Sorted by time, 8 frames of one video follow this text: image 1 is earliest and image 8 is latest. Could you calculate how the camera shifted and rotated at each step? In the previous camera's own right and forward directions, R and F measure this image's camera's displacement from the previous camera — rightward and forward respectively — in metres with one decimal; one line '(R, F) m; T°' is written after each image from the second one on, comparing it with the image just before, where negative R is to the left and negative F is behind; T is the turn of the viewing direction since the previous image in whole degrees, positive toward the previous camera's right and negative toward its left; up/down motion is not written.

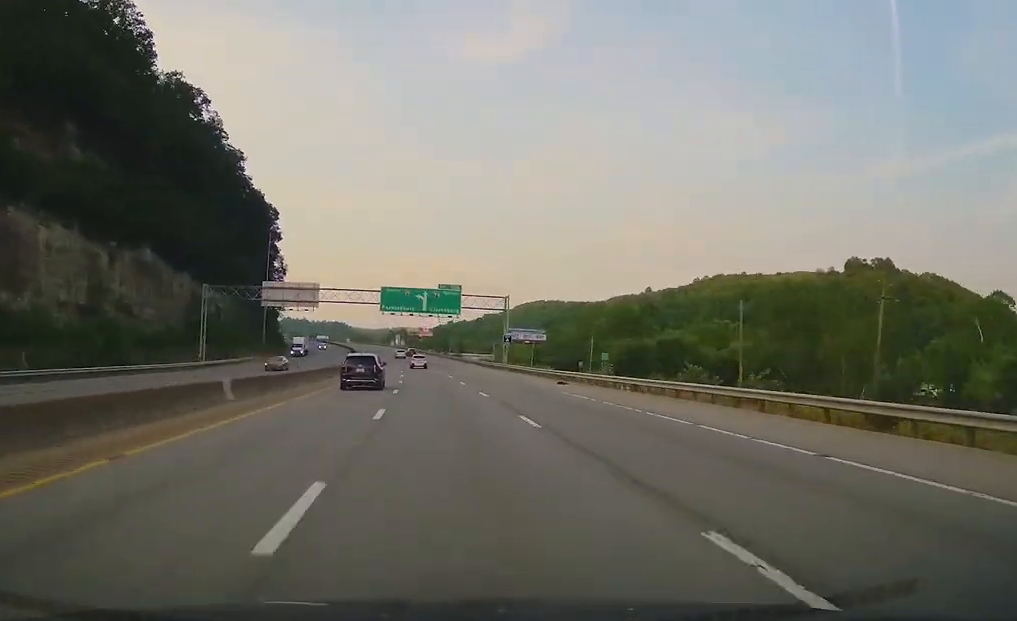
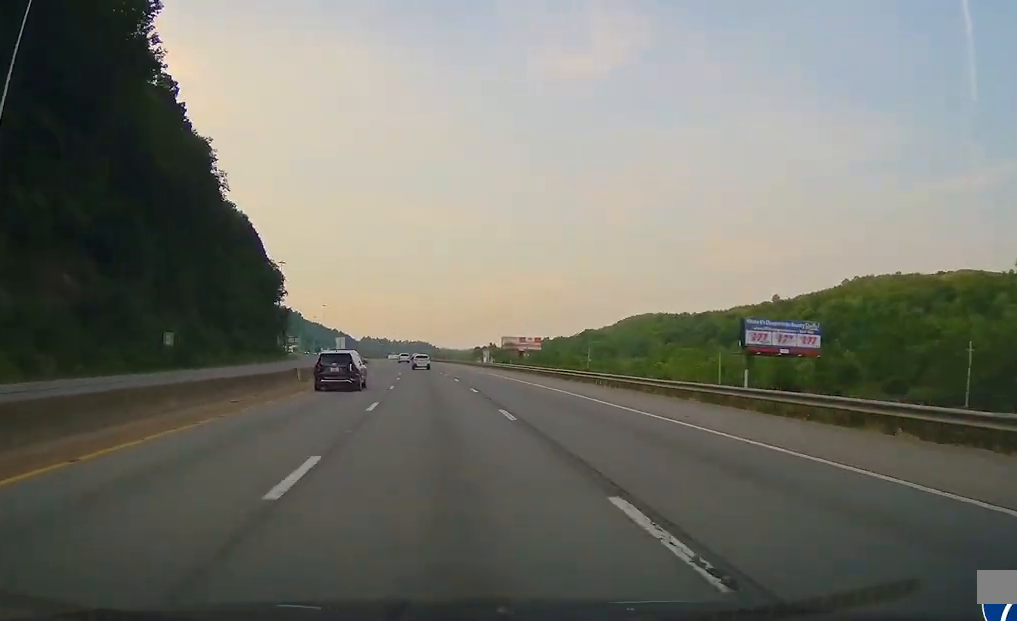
(-7.1, +131.3) m; -6°
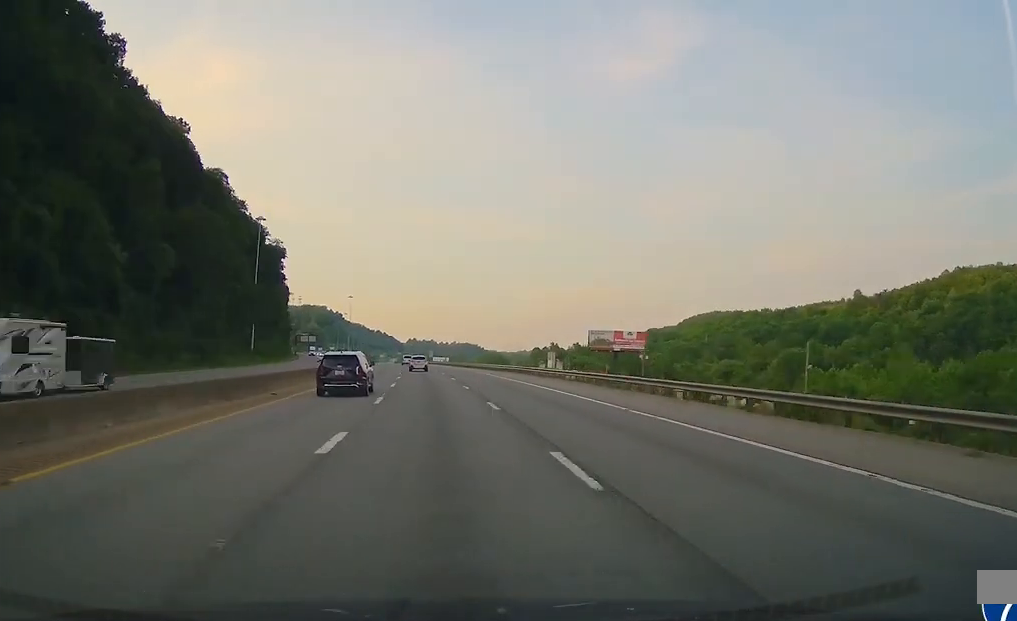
(-3.3, +76.5) m; -2°
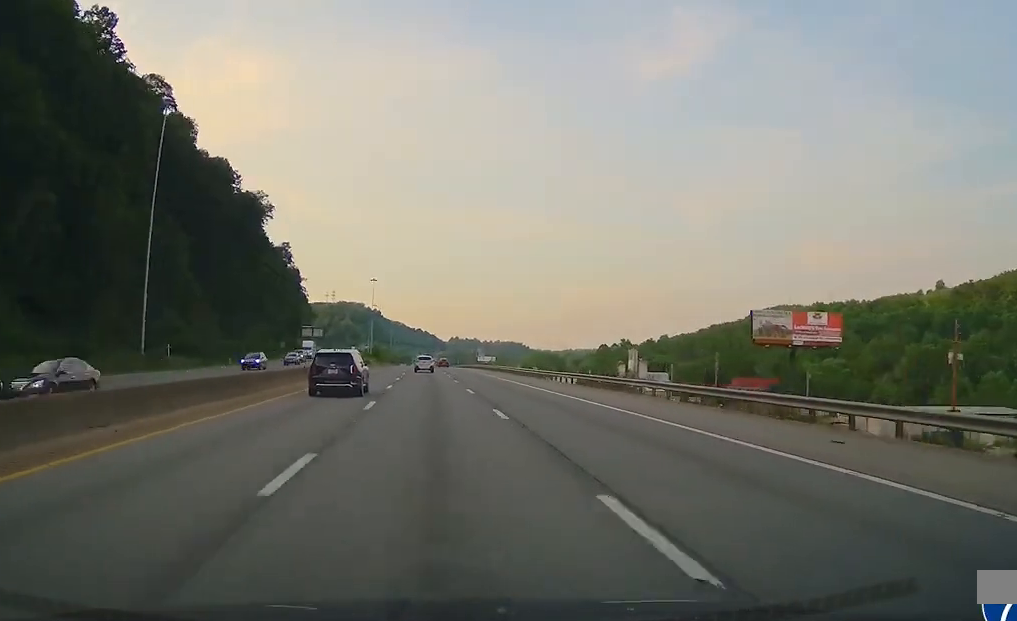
(-0.5, +72.4) m; -1°
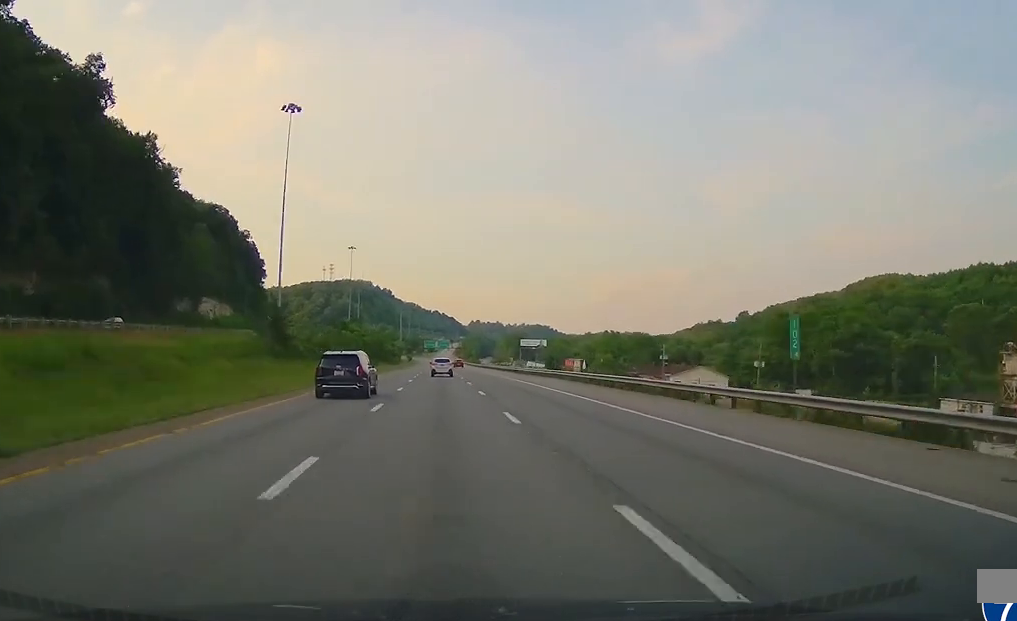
(-3.3, +179.4) m; -2°
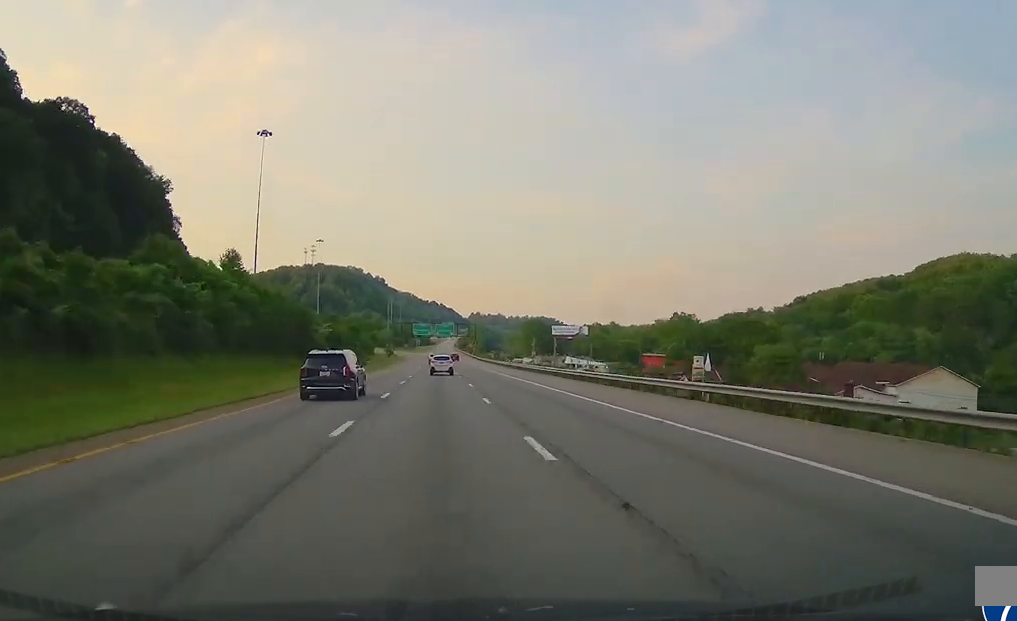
(-0.7, +116.0) m; -1°
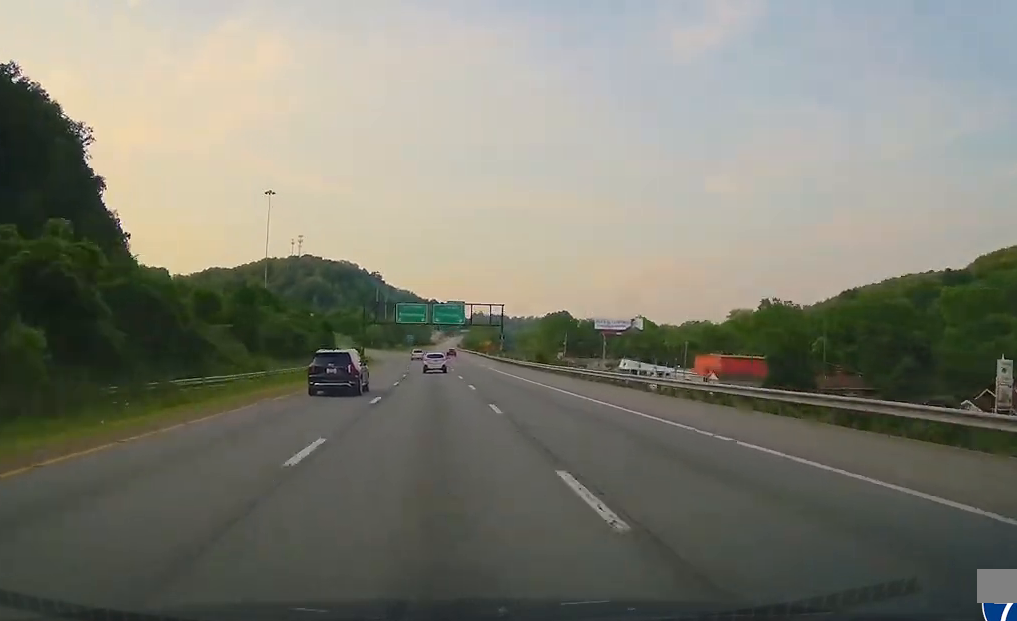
(-0.6, +77.3) m; -3°
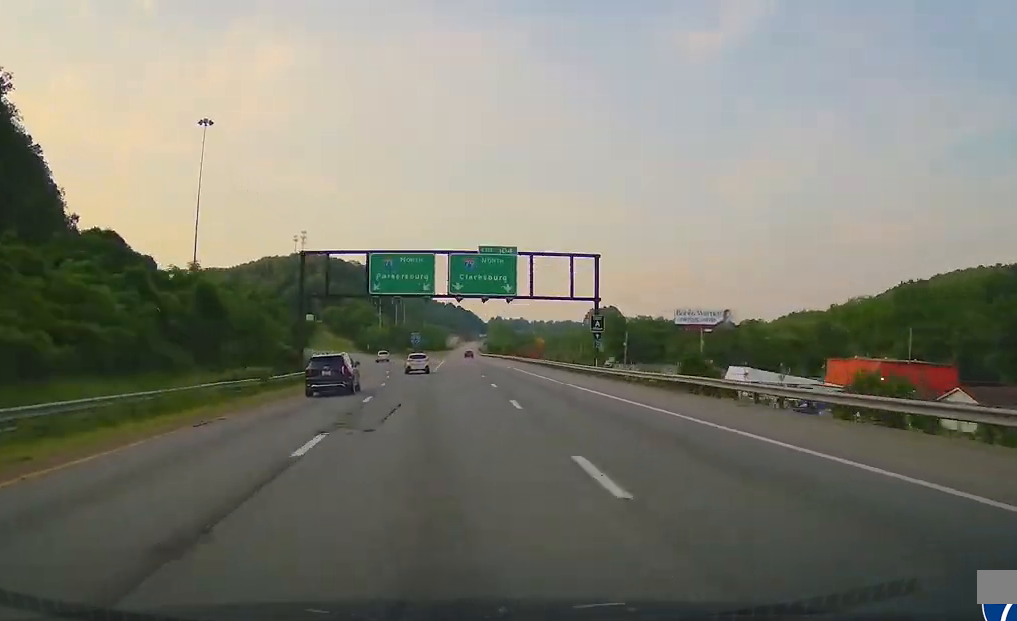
(+1.7, +60.0) m; -3°
